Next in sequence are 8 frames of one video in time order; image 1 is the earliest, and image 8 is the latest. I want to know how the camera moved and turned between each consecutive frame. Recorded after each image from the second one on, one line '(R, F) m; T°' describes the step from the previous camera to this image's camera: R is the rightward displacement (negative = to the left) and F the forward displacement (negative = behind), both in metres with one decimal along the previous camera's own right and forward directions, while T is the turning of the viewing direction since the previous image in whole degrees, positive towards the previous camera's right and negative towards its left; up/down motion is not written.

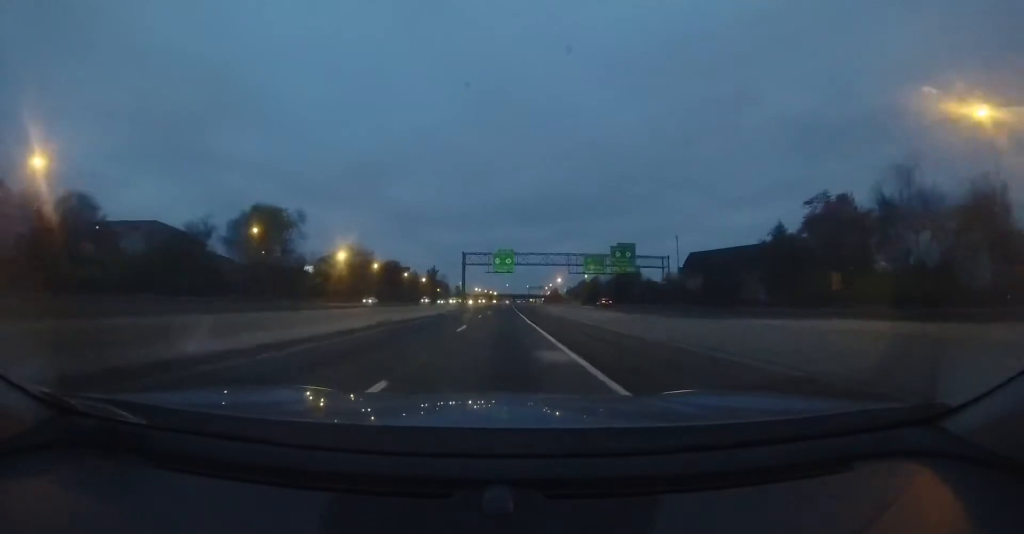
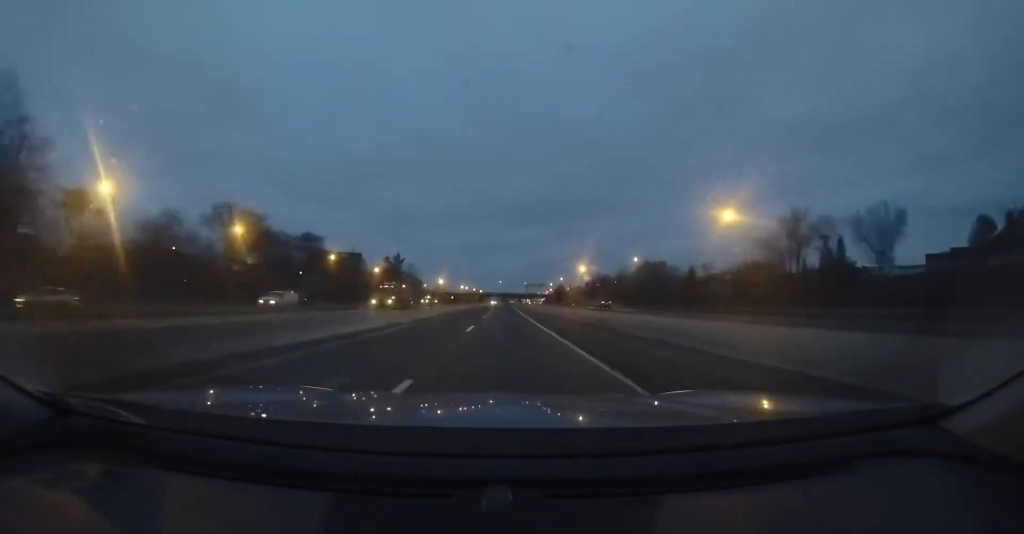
(+0.3, +61.5) m; 0°
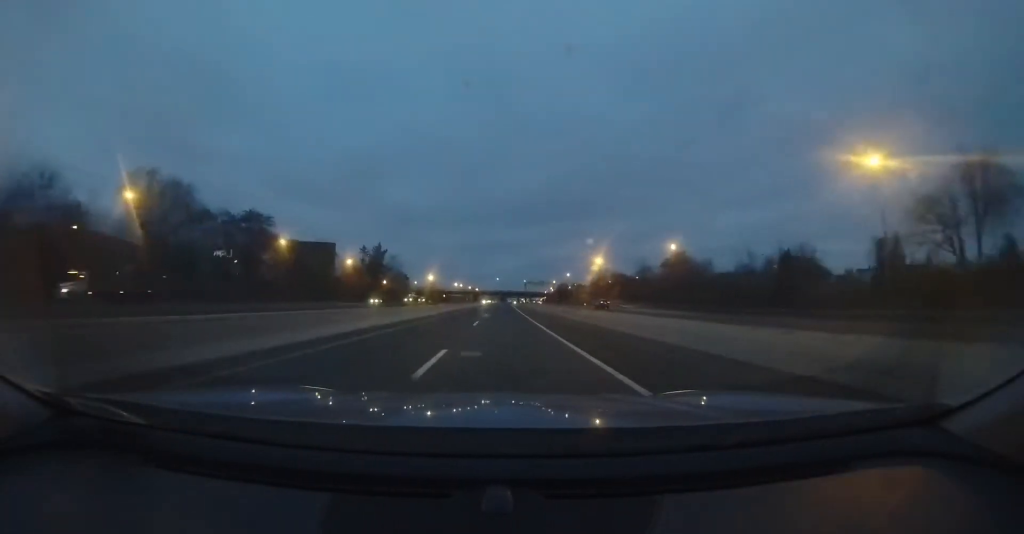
(+0.2, +20.8) m; +1°
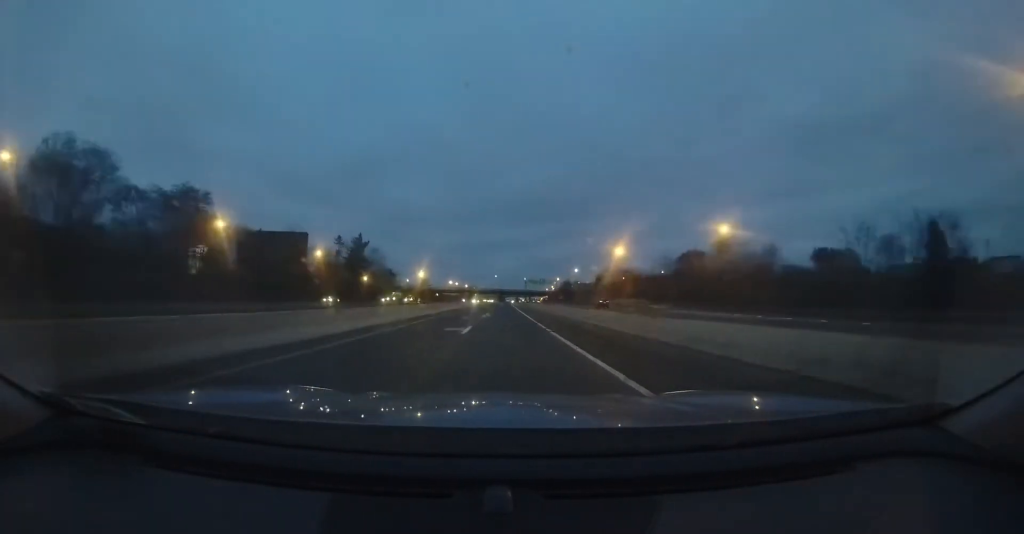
(+0.1, +17.0) m; +1°
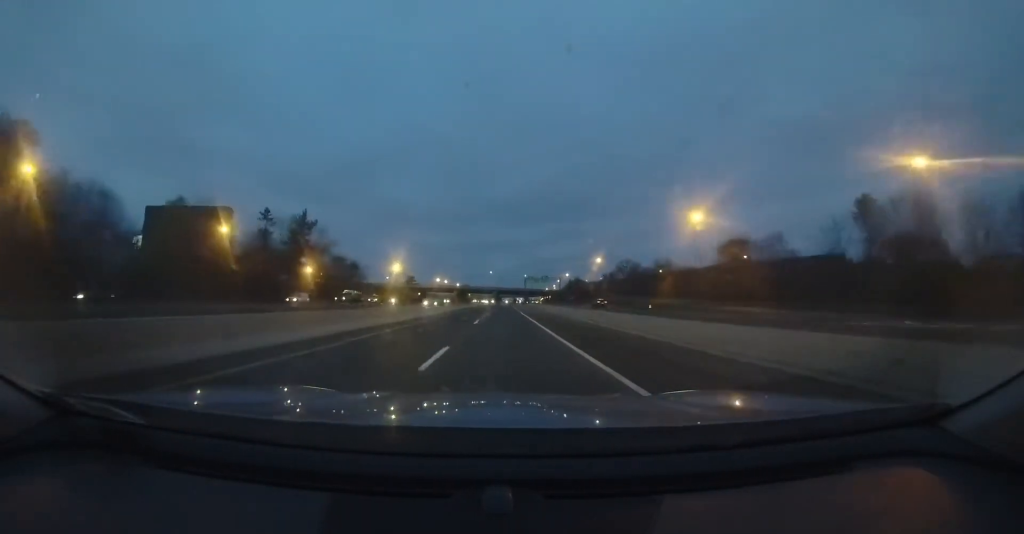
(+0.2, +31.3) m; 0°
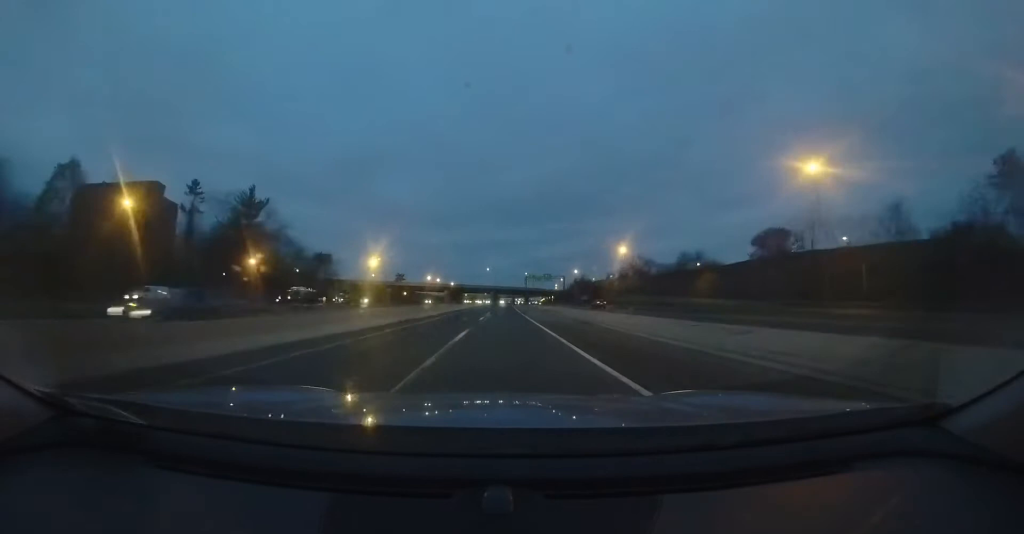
(-0.3, +19.1) m; 0°
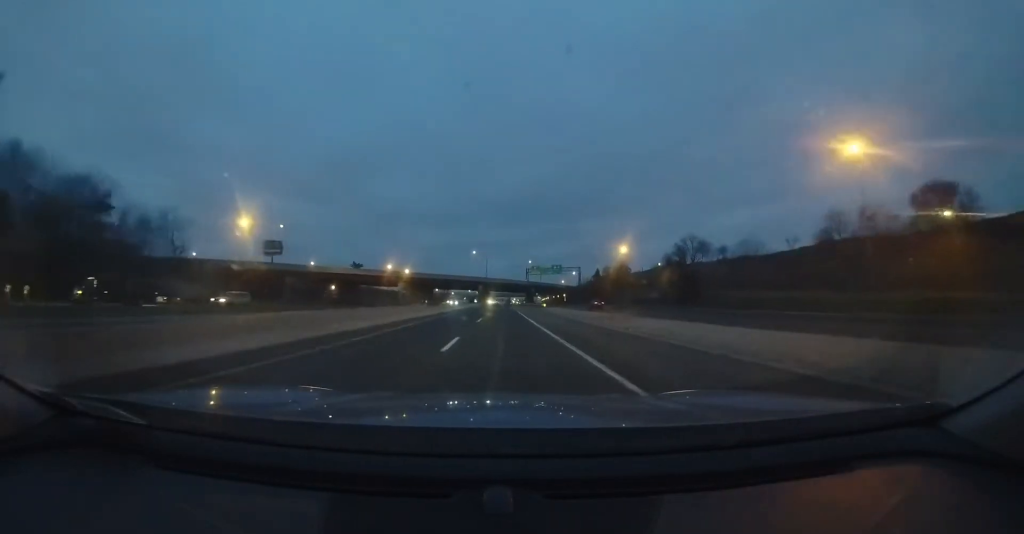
(+0.7, +51.4) m; +1°
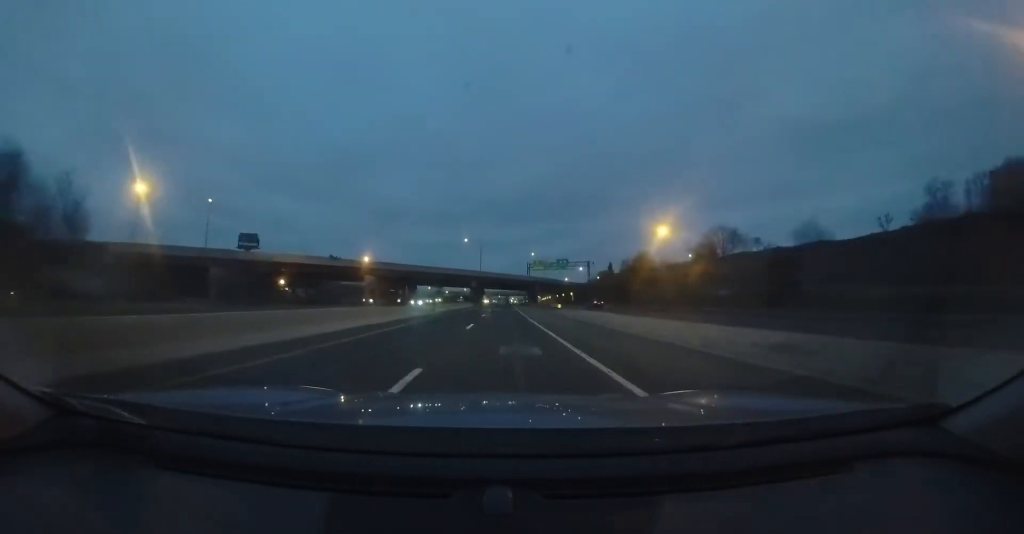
(+0.2, +18.1) m; +1°
